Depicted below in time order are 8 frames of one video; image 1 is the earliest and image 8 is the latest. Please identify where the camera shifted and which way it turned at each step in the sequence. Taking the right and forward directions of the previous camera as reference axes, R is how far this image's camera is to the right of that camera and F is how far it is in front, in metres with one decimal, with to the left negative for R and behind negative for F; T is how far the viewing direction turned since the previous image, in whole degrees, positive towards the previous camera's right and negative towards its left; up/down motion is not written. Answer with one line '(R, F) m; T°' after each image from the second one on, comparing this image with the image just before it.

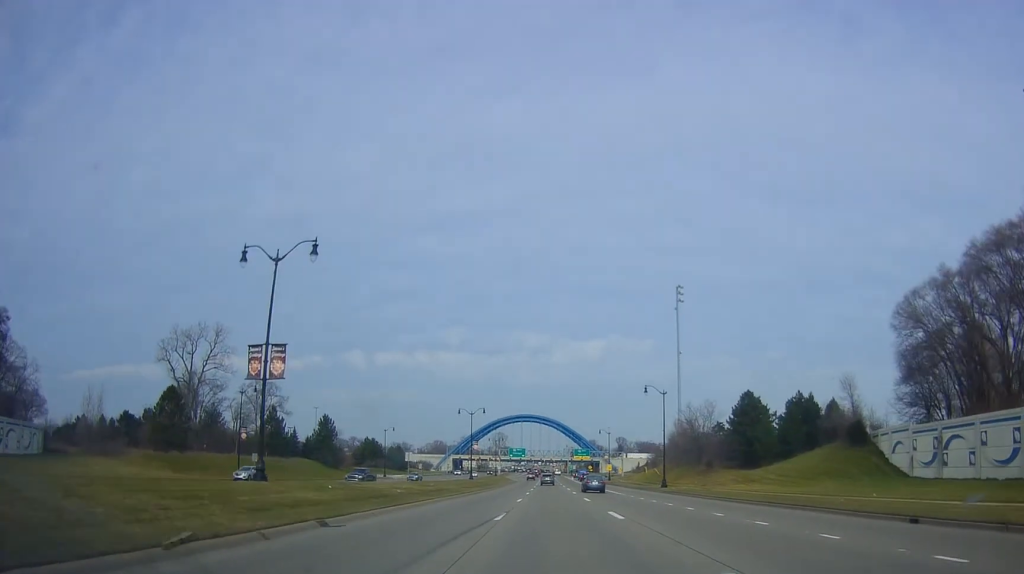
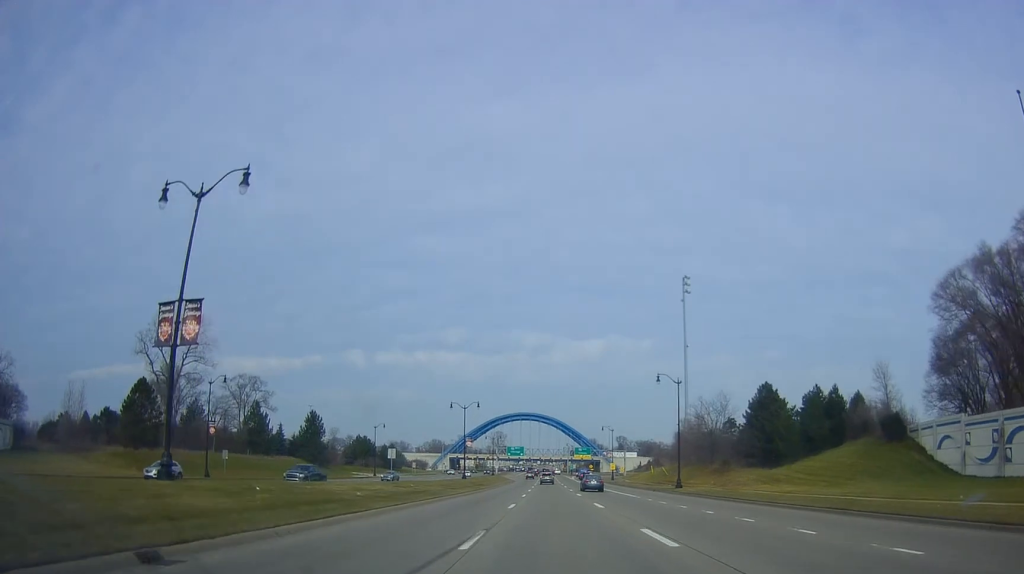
(0.0, +7.9) m; 0°
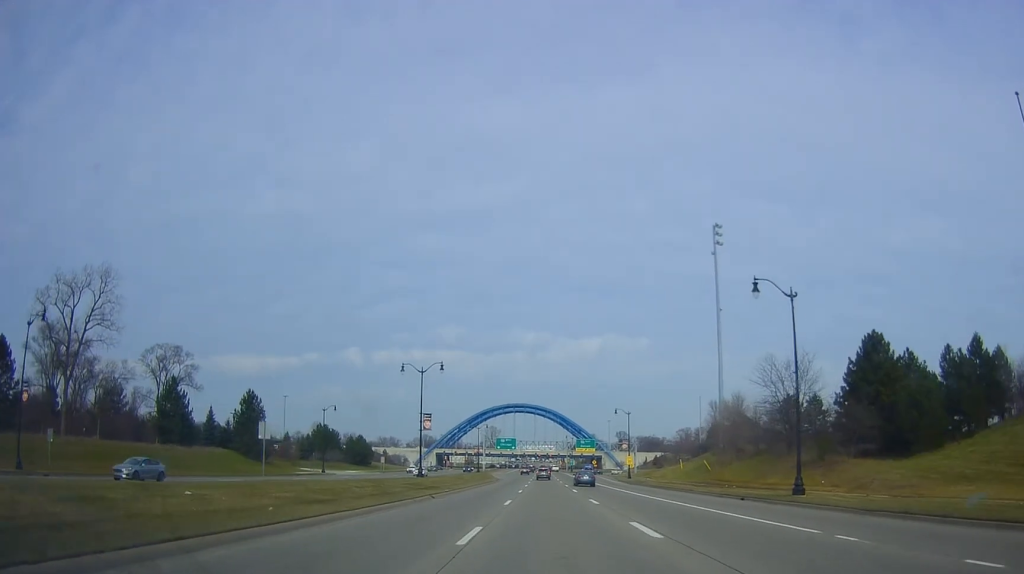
(0.0, +29.5) m; 0°
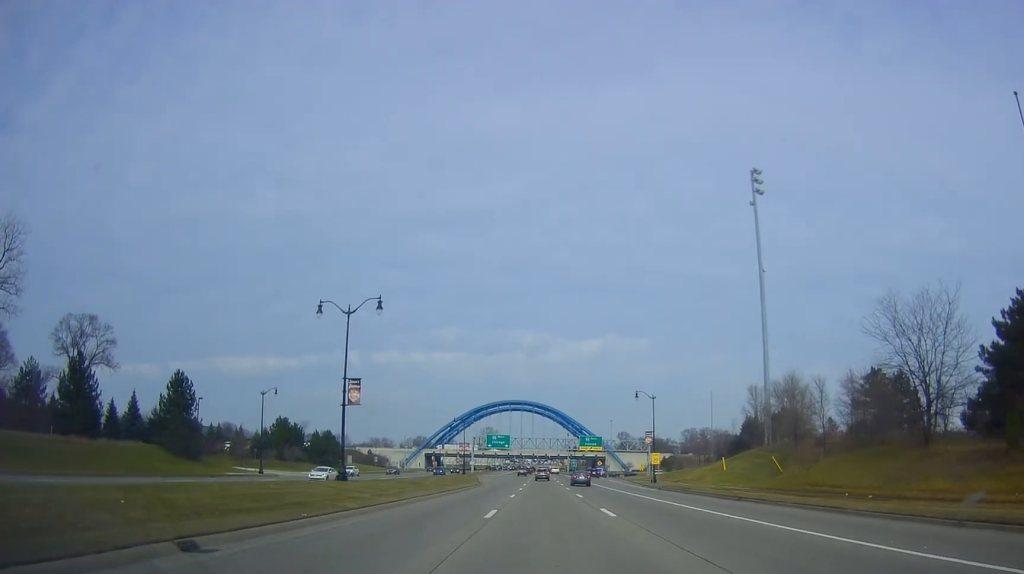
(0.0, +23.3) m; 0°
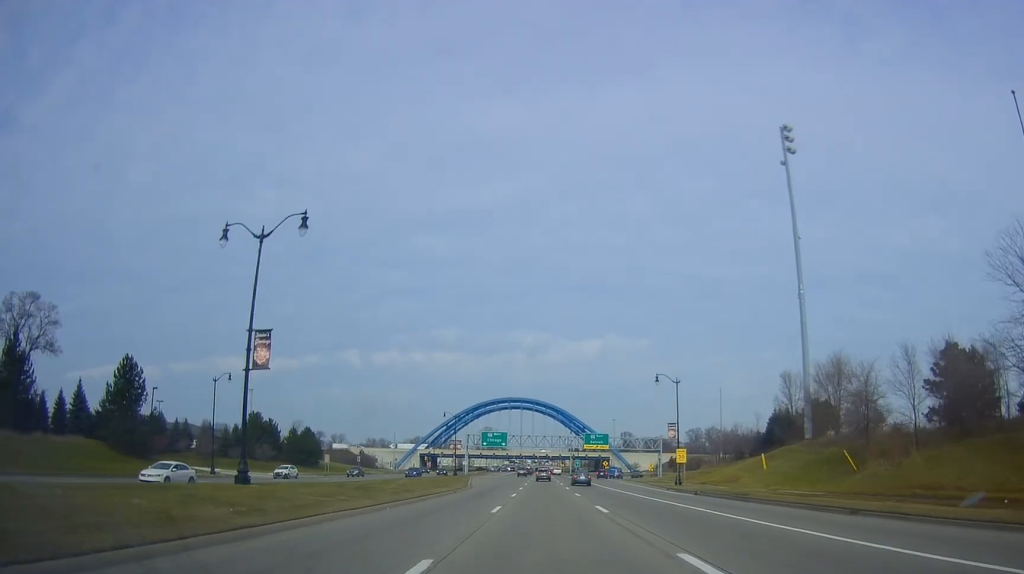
(0.0, +13.3) m; 0°
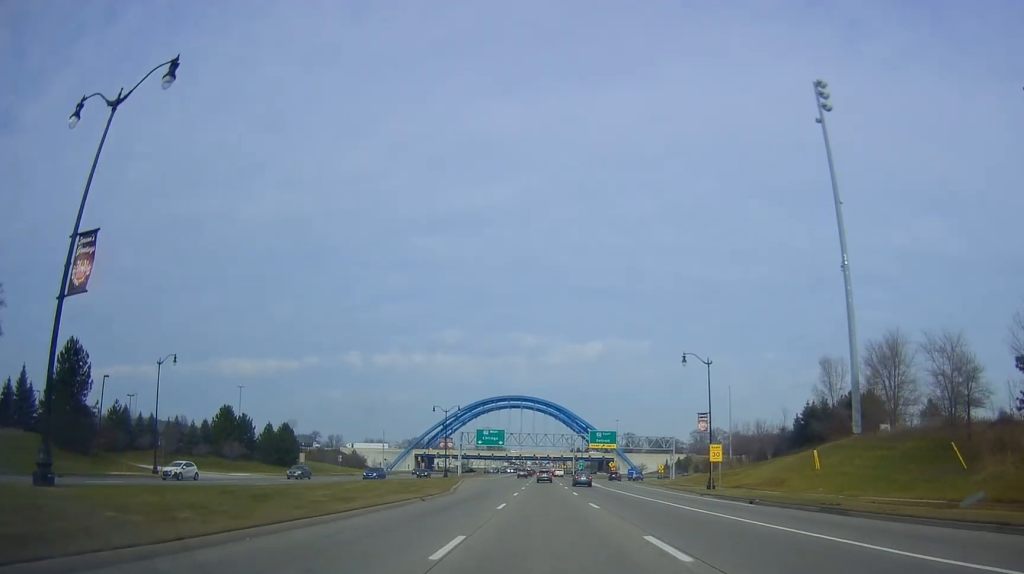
(0.0, +12.0) m; 0°
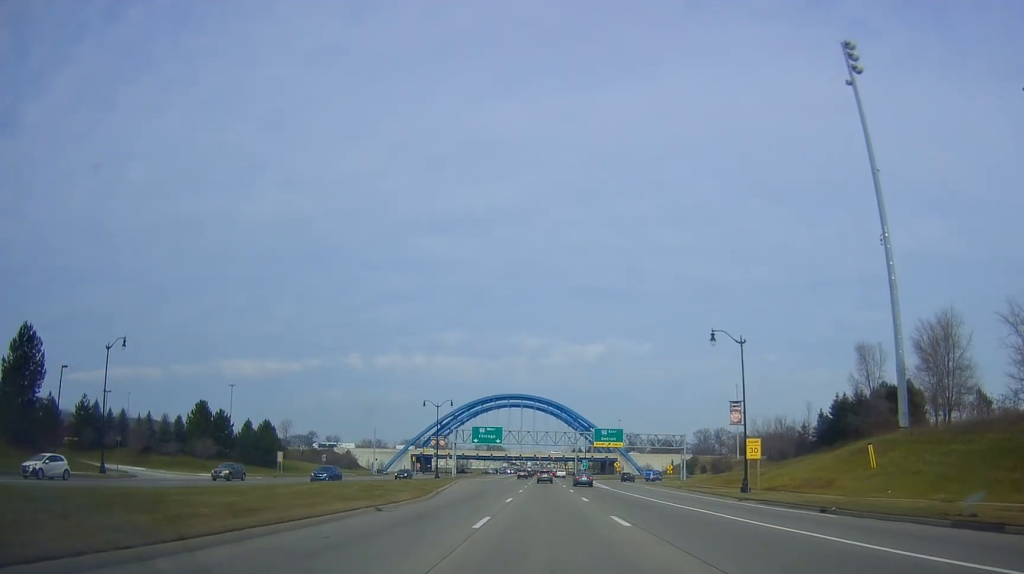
(0.0, +8.8) m; 0°
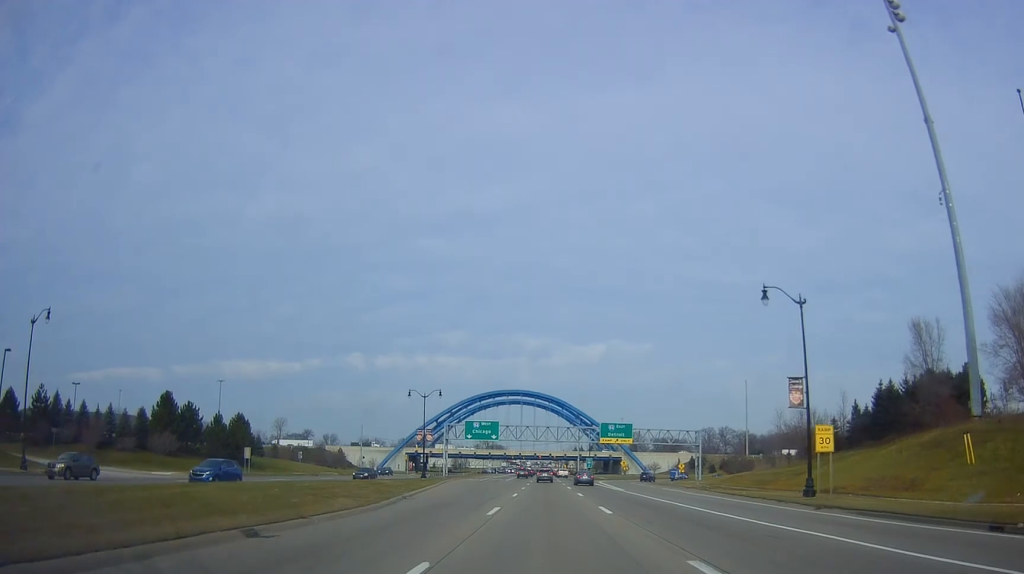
(0.0, +10.6) m; 0°
